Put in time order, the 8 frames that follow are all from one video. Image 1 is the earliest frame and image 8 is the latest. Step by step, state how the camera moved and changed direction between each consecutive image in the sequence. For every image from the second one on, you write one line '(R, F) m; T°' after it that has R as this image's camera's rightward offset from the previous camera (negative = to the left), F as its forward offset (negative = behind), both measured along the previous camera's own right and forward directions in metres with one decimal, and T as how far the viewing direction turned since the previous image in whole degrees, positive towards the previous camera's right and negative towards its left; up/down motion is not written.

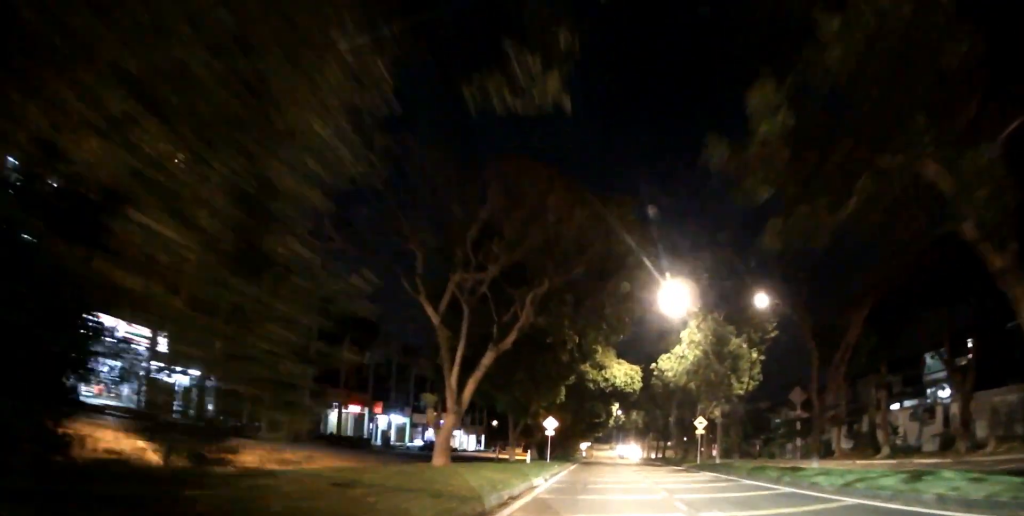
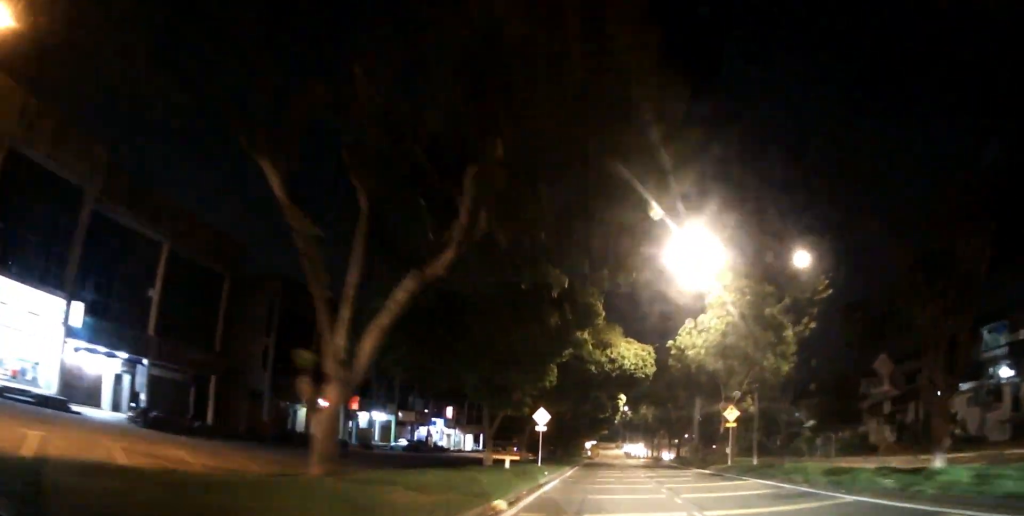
(0.0, +6.2) m; 0°
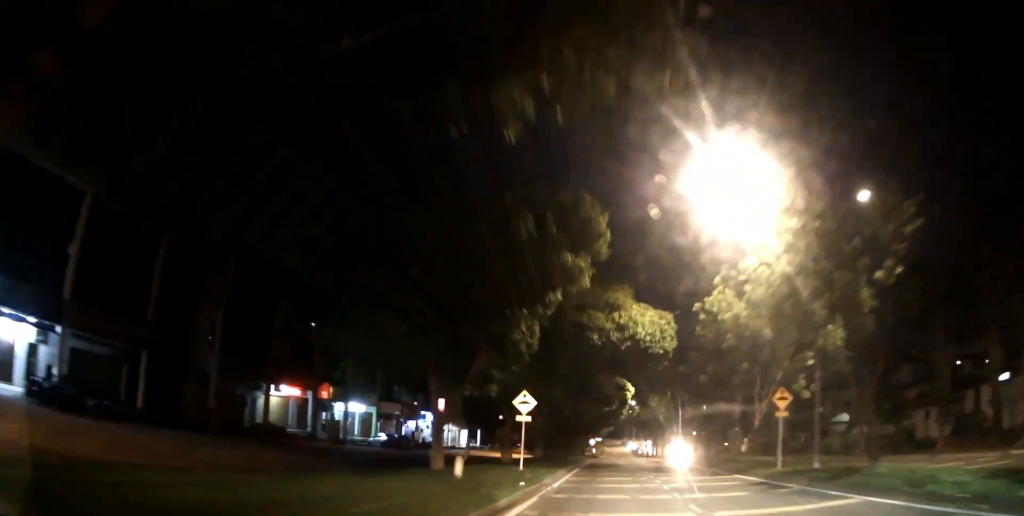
(0.0, +6.6) m; 0°
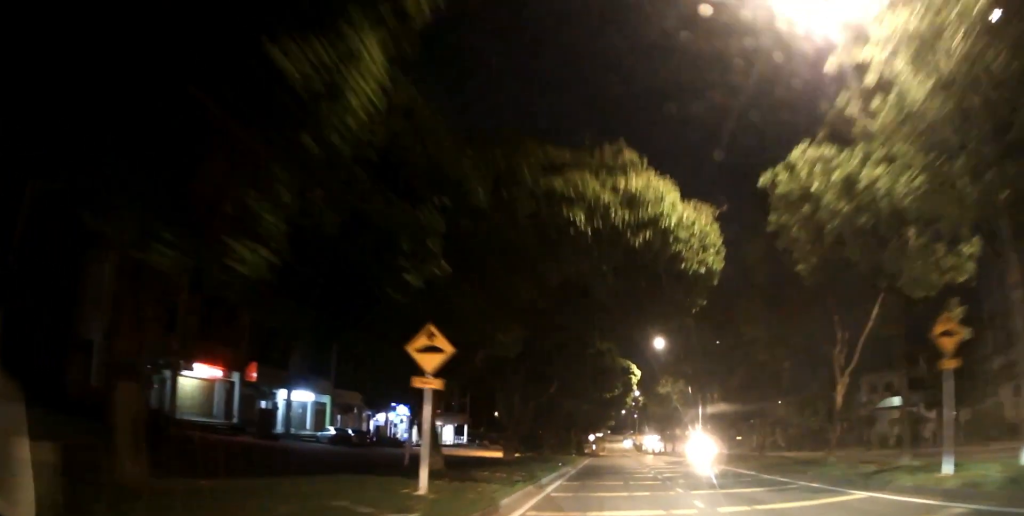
(0.0, +10.4) m; 0°
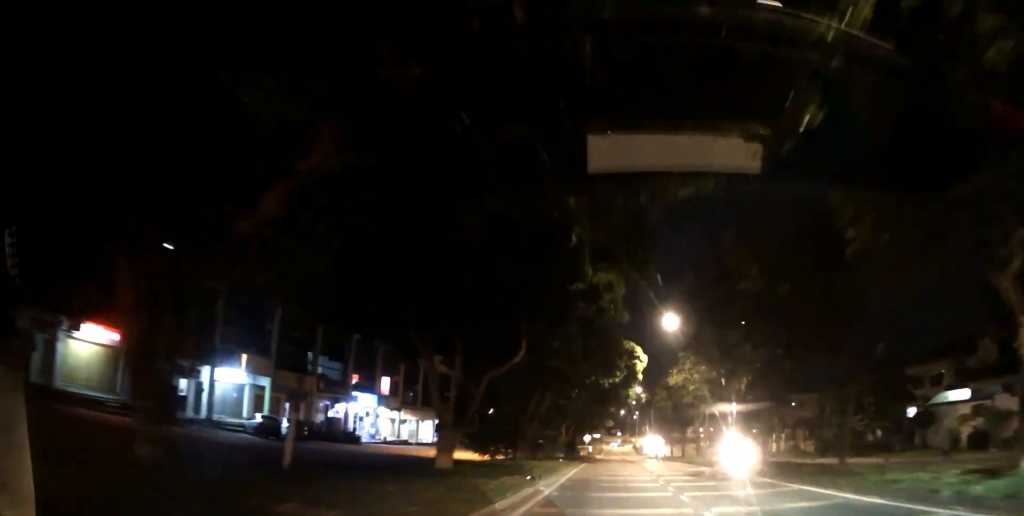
(0.0, +9.7) m; 0°
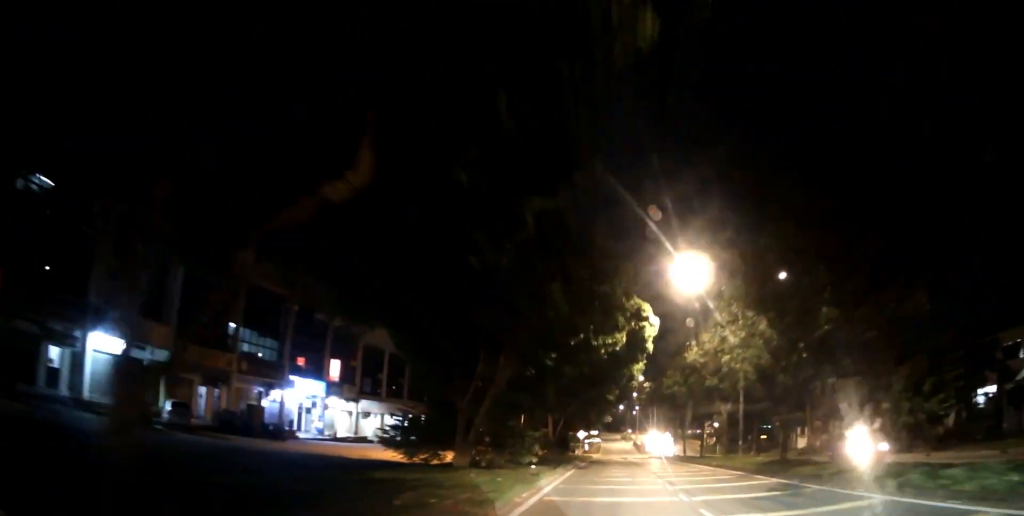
(0.0, +12.0) m; 0°
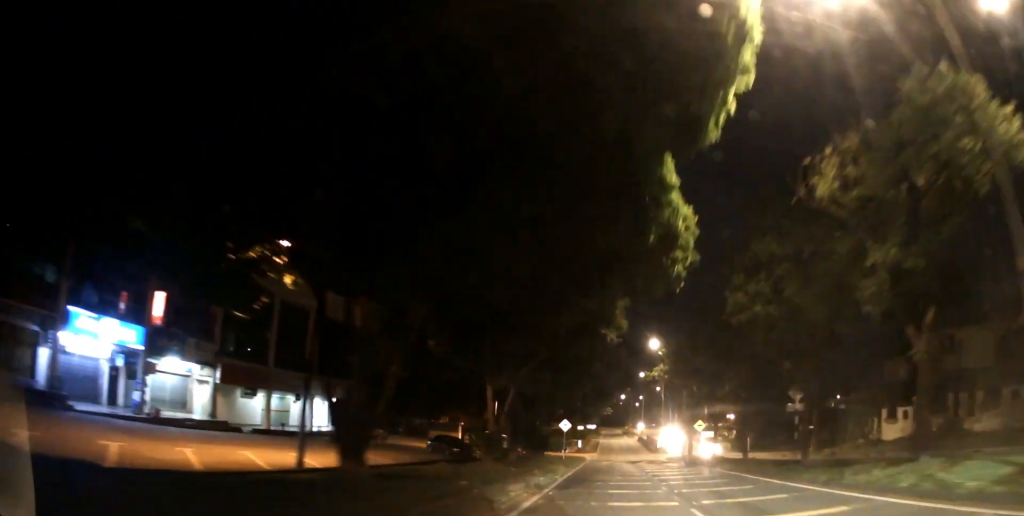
(-0.2, +25.2) m; 0°
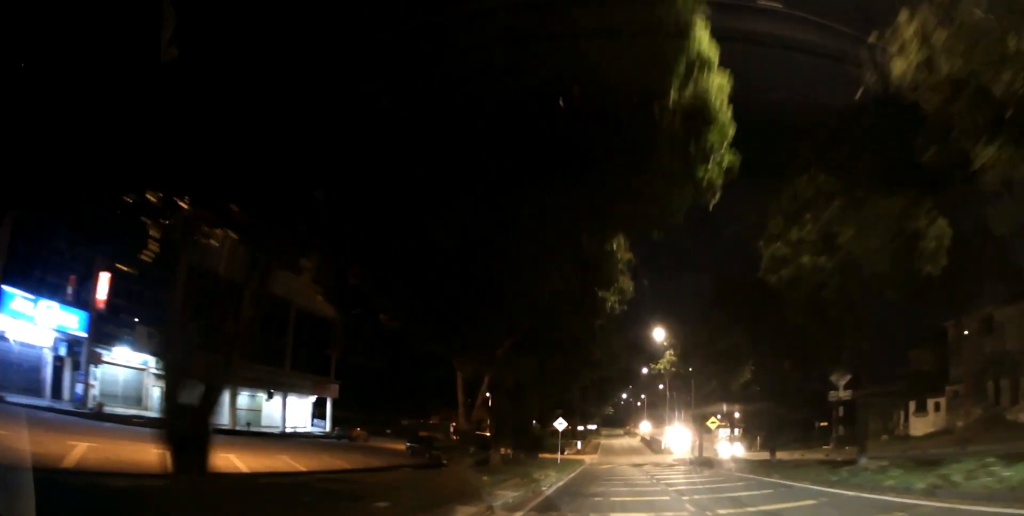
(0.0, +5.1) m; 0°
